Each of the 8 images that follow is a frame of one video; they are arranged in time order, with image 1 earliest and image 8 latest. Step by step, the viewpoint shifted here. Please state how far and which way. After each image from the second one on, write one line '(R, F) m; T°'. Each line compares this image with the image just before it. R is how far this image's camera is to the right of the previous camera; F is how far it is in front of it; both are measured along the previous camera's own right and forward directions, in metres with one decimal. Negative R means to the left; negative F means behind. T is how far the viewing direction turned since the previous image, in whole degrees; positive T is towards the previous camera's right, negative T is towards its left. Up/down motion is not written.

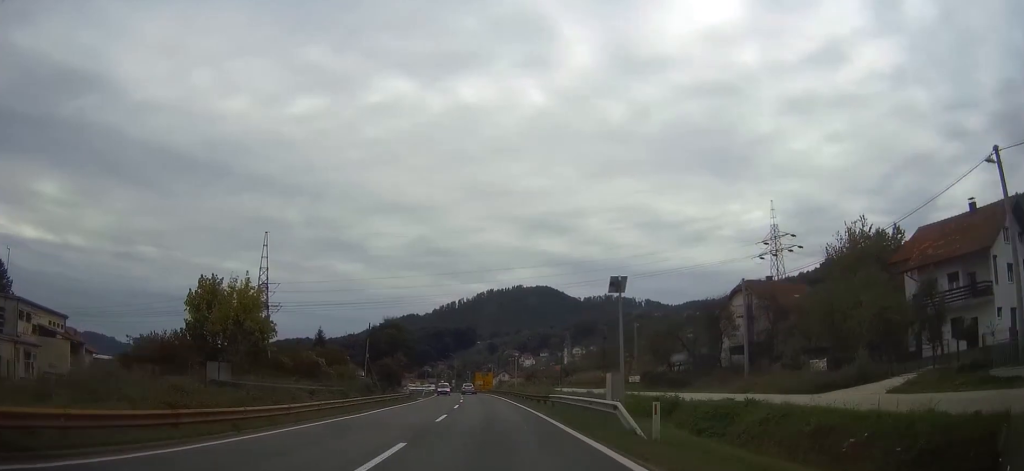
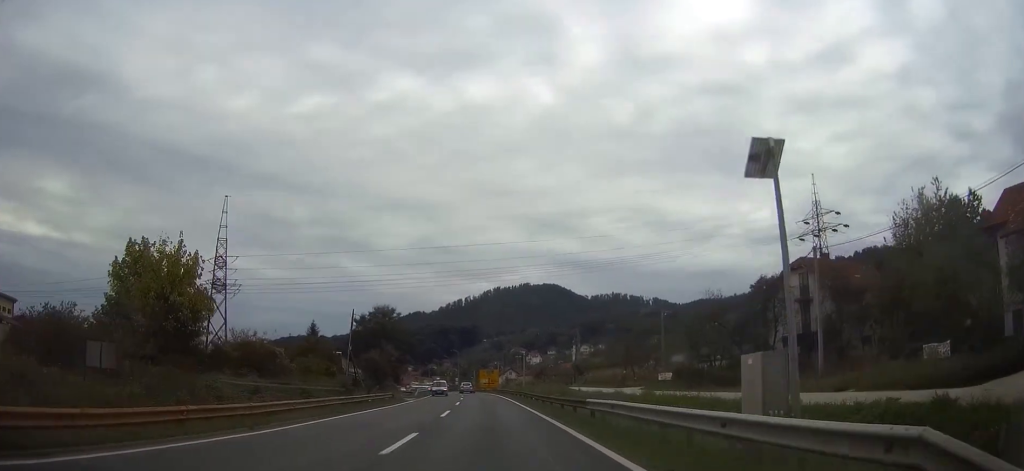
(0.0, +12.0) m; 0°
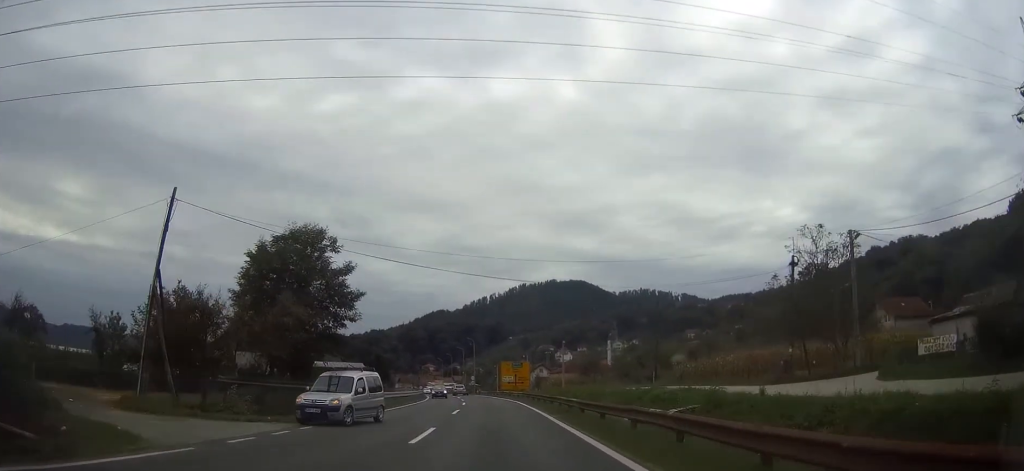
(-0.6, +42.6) m; -2°
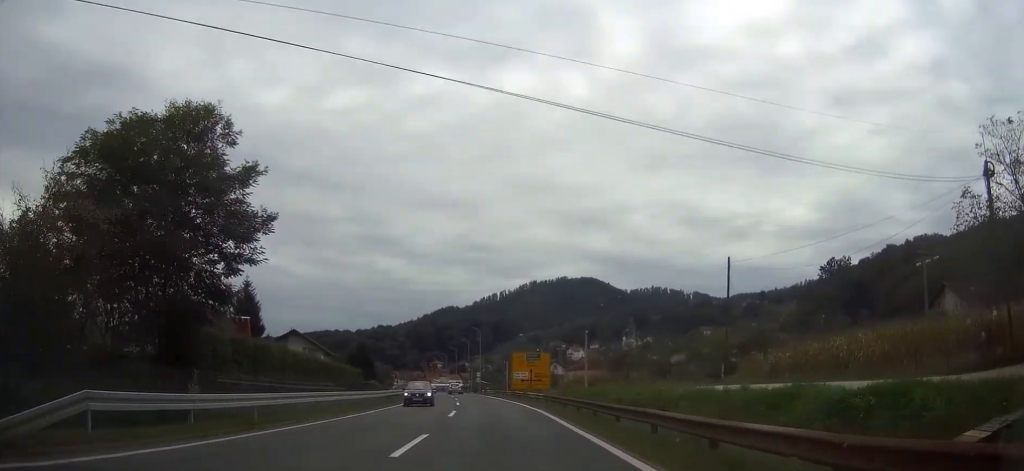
(-0.2, +18.5) m; -1°
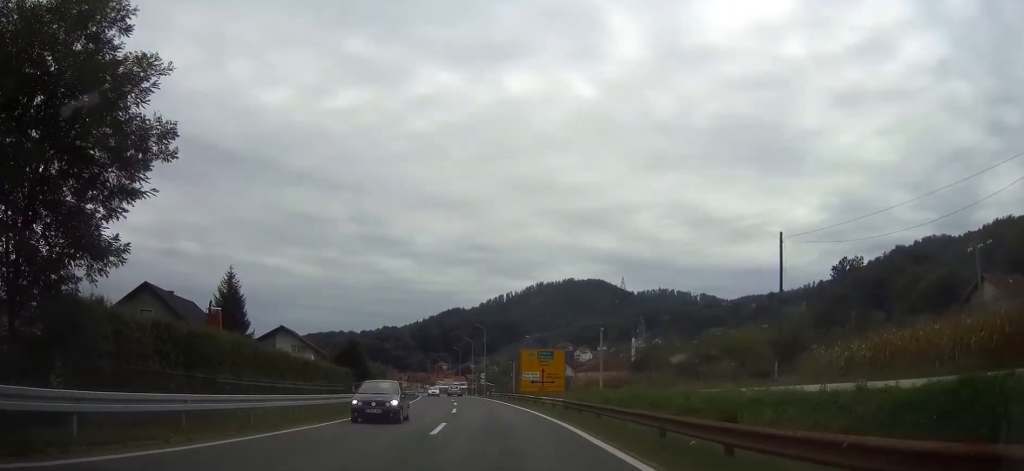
(0.0, +8.7) m; 0°
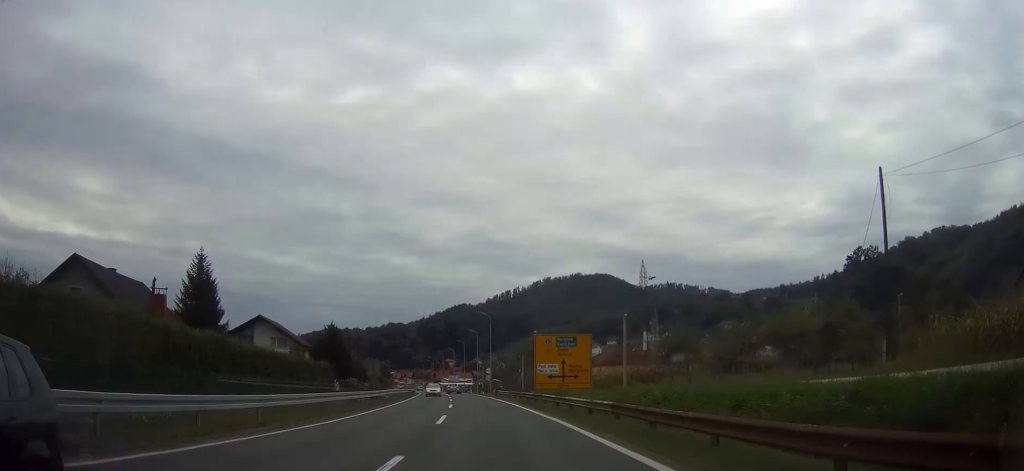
(0.0, +11.0) m; -1°
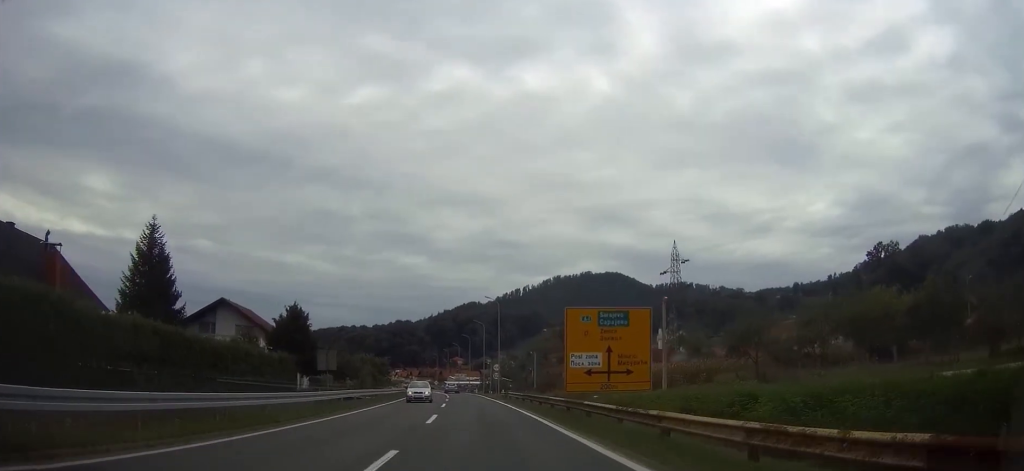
(-0.2, +14.5) m; -1°
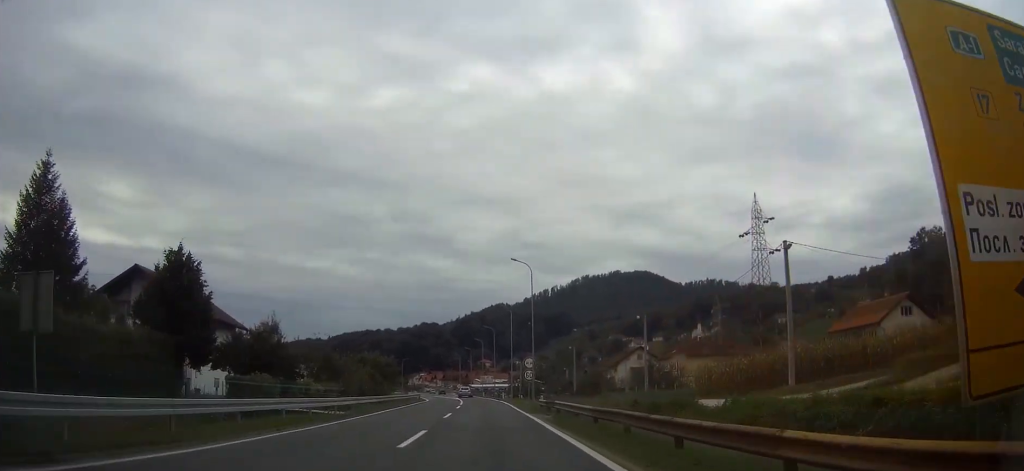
(-0.2, +22.6) m; -2°
